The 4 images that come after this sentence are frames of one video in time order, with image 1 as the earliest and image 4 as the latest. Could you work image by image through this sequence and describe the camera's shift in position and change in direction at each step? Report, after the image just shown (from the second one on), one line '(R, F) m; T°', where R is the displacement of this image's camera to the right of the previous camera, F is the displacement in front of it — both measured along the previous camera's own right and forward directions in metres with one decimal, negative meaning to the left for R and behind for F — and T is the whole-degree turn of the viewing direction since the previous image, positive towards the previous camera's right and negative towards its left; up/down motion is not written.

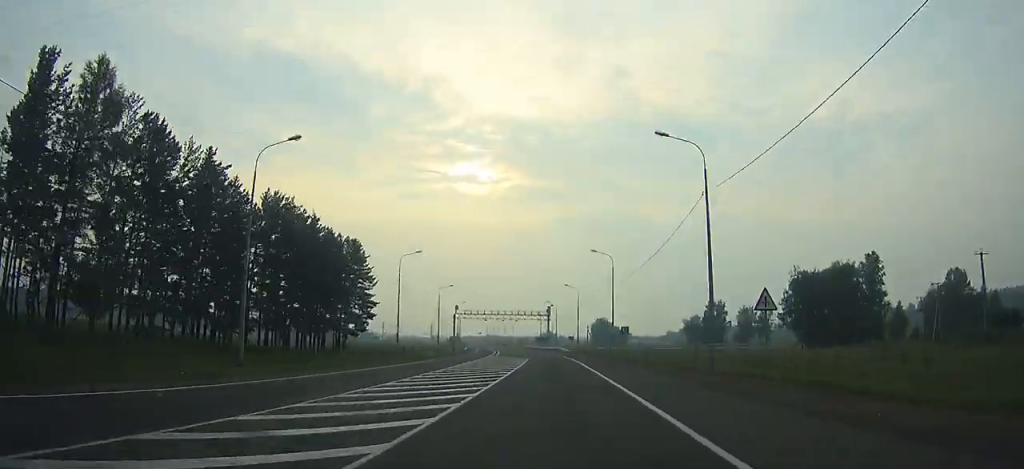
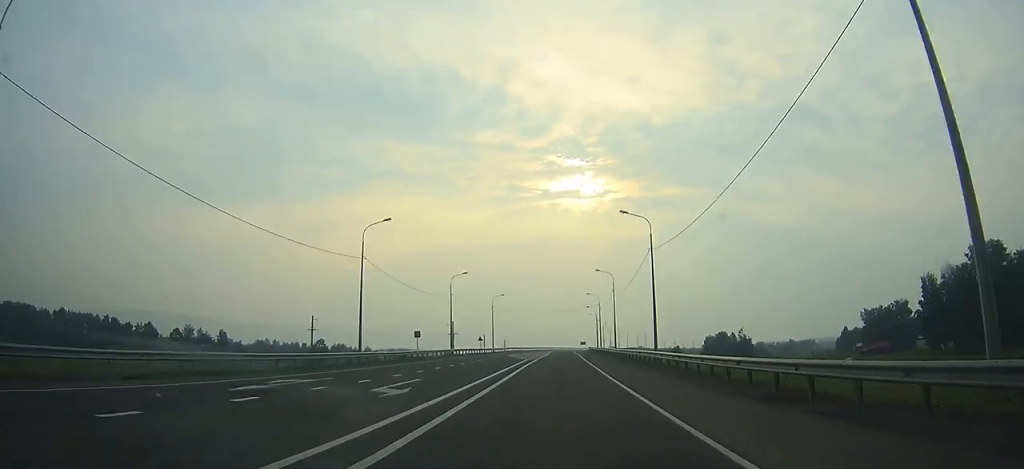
(-31.2, +288.7) m; -10°
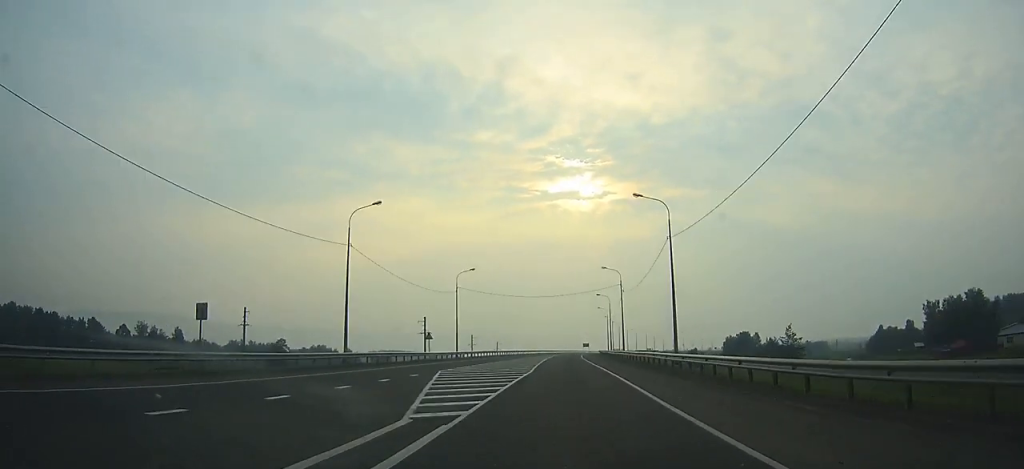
(-0.4, +38.8) m; 0°
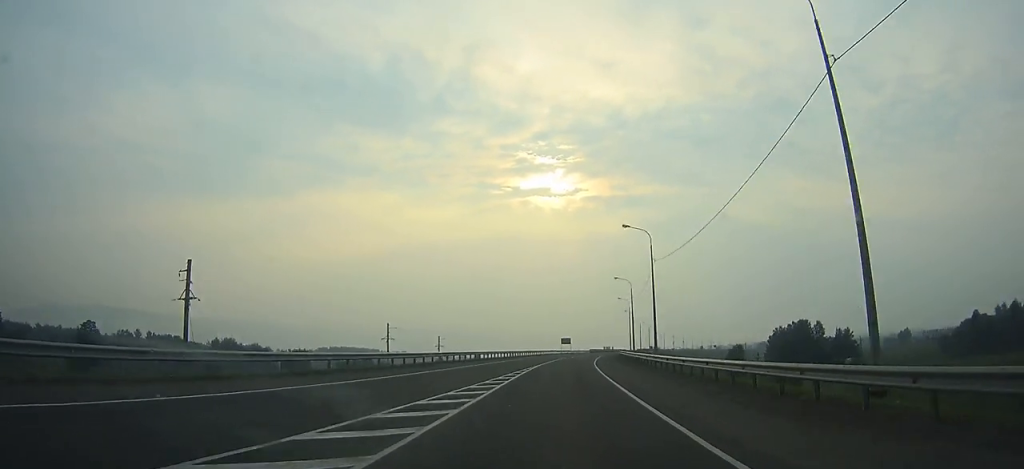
(+1.3, +91.4) m; +3°
